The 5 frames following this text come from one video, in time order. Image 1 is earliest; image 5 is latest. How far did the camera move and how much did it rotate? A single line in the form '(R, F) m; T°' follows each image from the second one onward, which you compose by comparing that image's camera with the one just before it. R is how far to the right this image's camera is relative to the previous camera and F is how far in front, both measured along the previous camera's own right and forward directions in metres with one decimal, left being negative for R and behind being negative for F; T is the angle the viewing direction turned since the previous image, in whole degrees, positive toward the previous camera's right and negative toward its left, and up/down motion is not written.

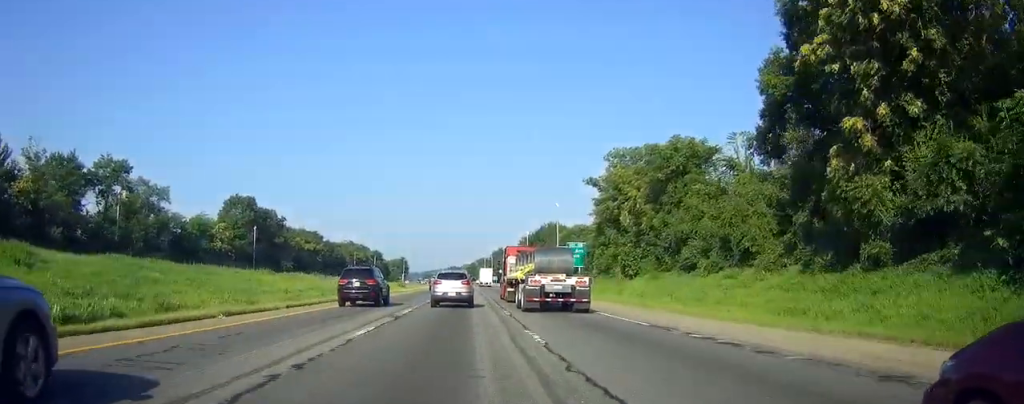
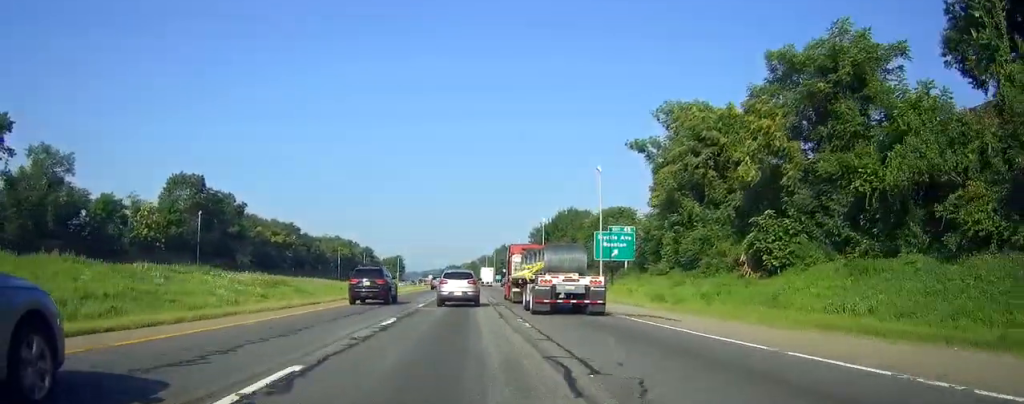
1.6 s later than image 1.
(+0.2, +31.0) m; +1°
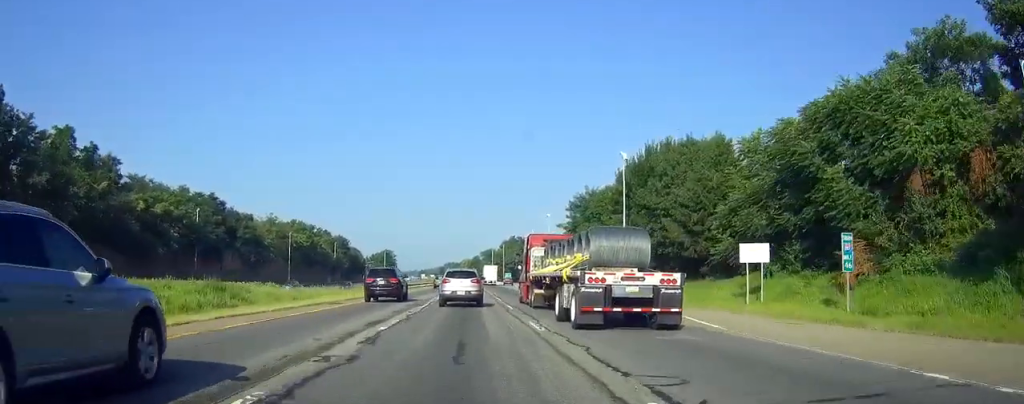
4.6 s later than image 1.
(-0.2, +61.8) m; -1°
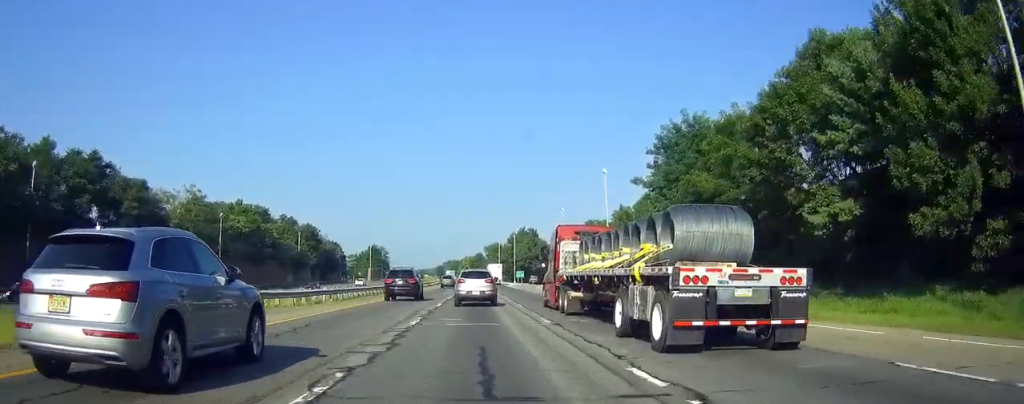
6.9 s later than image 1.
(-0.1, +47.2) m; 0°
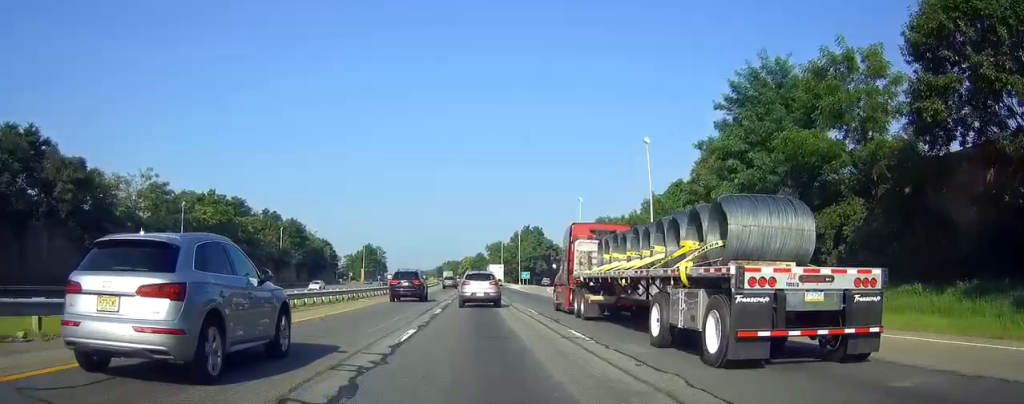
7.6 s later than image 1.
(0.0, +16.4) m; 0°
